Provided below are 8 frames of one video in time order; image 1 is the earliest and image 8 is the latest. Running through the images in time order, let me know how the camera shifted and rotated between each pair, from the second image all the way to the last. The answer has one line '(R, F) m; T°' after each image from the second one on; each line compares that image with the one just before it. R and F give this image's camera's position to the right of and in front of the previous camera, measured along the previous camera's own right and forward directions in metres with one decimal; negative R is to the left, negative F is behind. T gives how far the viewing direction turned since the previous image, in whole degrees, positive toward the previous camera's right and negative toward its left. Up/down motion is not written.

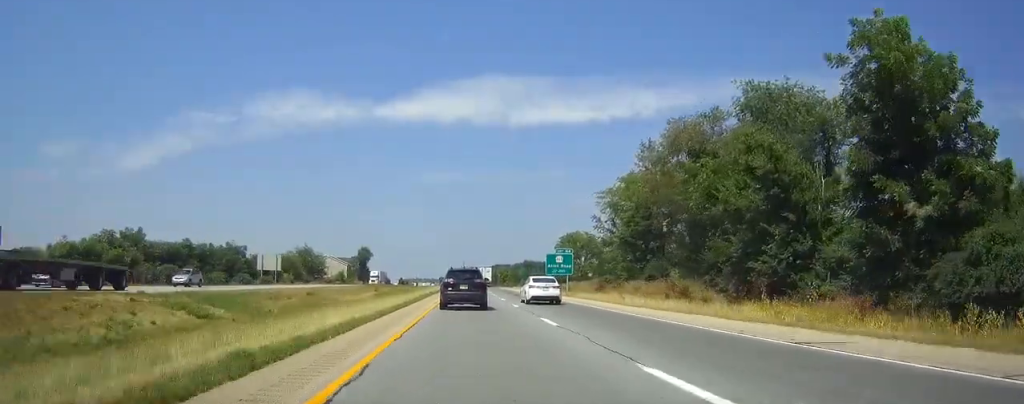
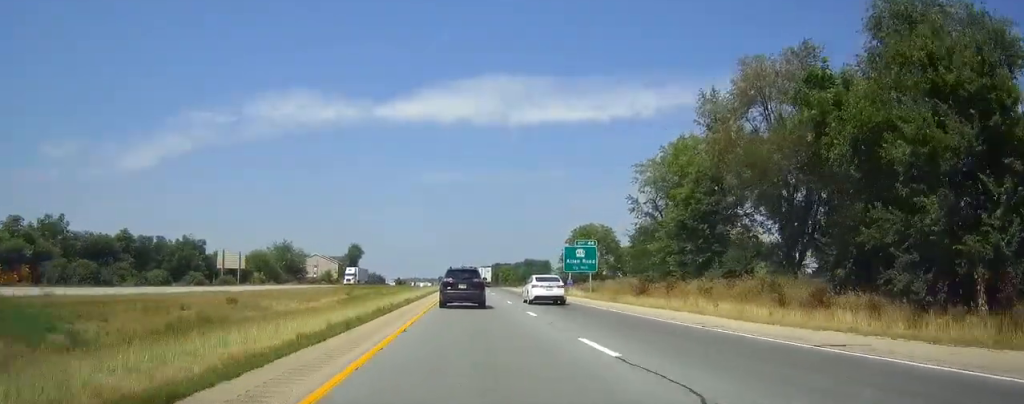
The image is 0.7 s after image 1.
(0.0, +19.8) m; 0°
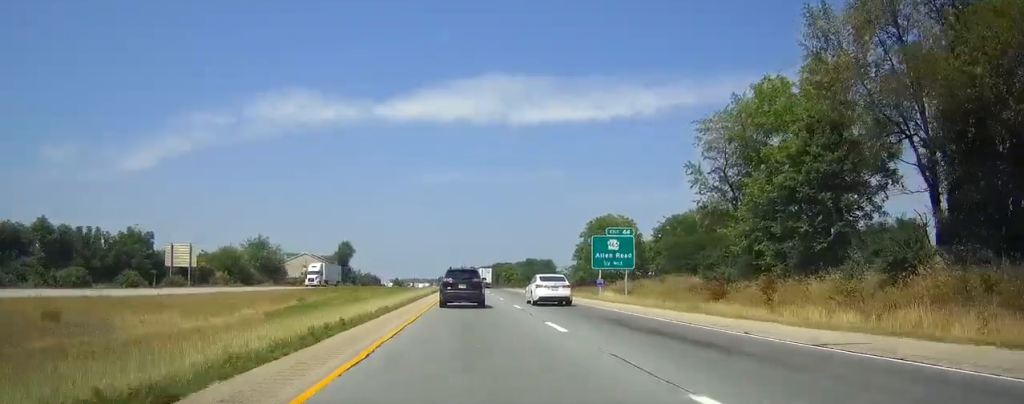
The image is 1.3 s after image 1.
(-0.1, +18.8) m; 0°
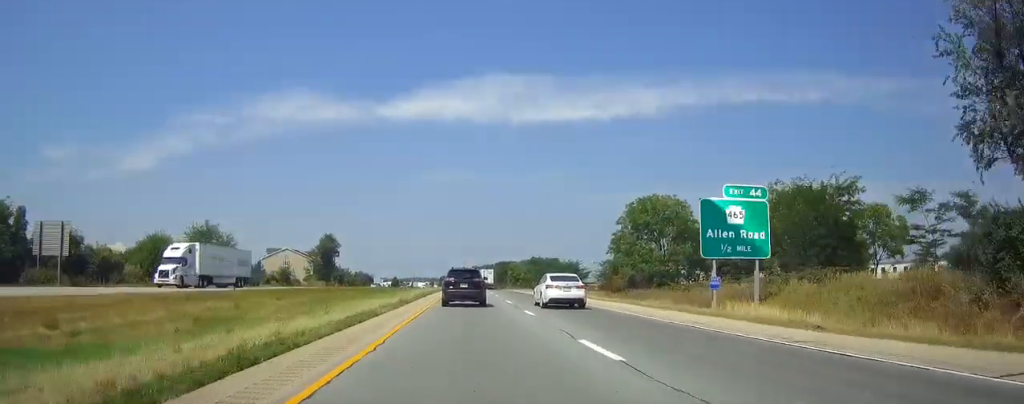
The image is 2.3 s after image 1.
(+0.1, +29.9) m; 0°
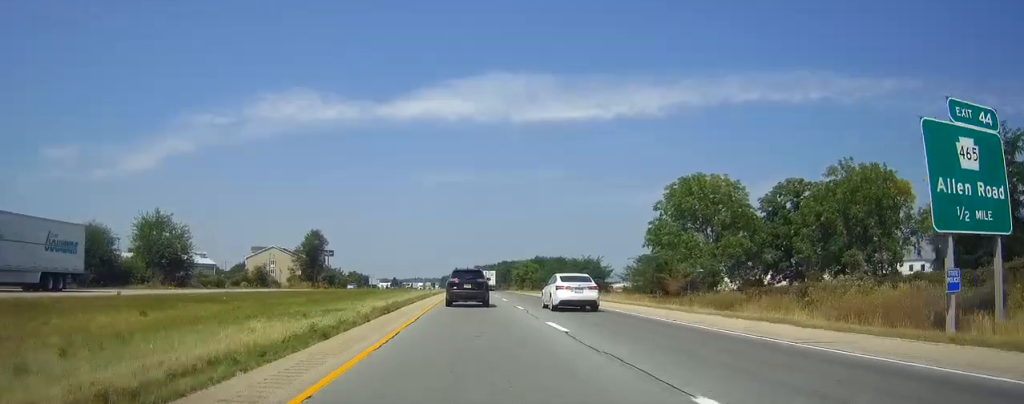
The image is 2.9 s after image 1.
(-0.1, +19.0) m; 0°
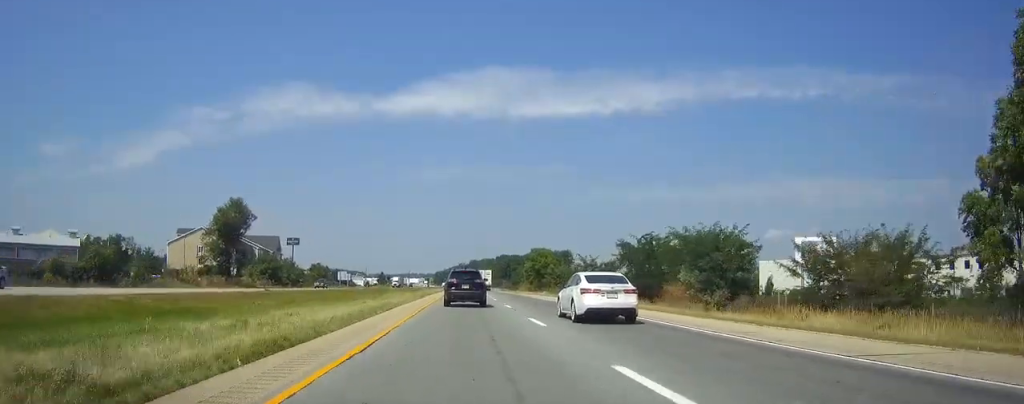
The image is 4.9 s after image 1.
(+0.2, +58.5) m; 0°
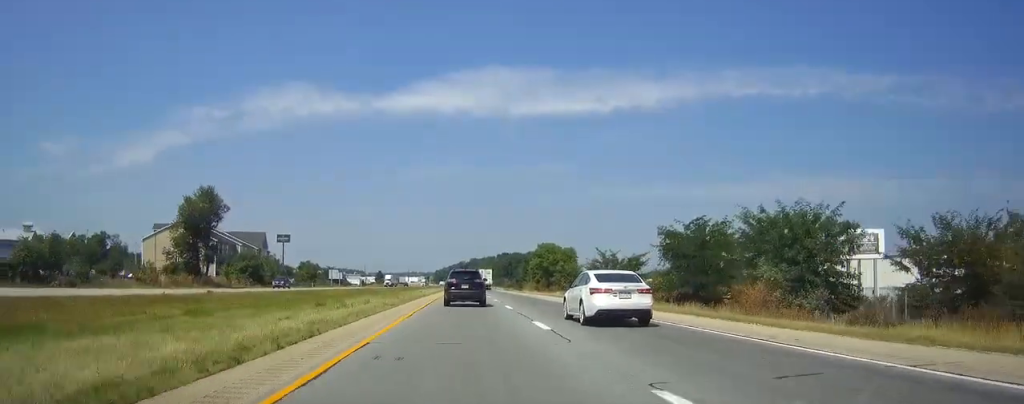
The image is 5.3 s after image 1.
(0.0, +14.2) m; 0°
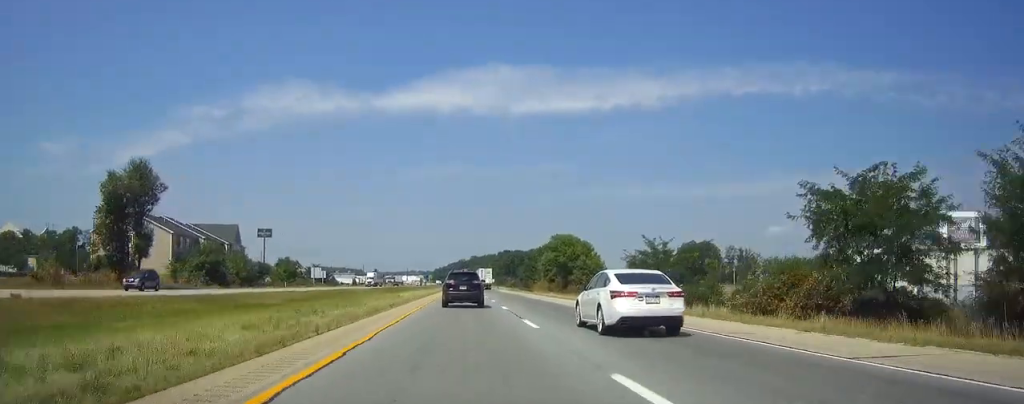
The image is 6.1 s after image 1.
(0.0, +23.4) m; 0°
